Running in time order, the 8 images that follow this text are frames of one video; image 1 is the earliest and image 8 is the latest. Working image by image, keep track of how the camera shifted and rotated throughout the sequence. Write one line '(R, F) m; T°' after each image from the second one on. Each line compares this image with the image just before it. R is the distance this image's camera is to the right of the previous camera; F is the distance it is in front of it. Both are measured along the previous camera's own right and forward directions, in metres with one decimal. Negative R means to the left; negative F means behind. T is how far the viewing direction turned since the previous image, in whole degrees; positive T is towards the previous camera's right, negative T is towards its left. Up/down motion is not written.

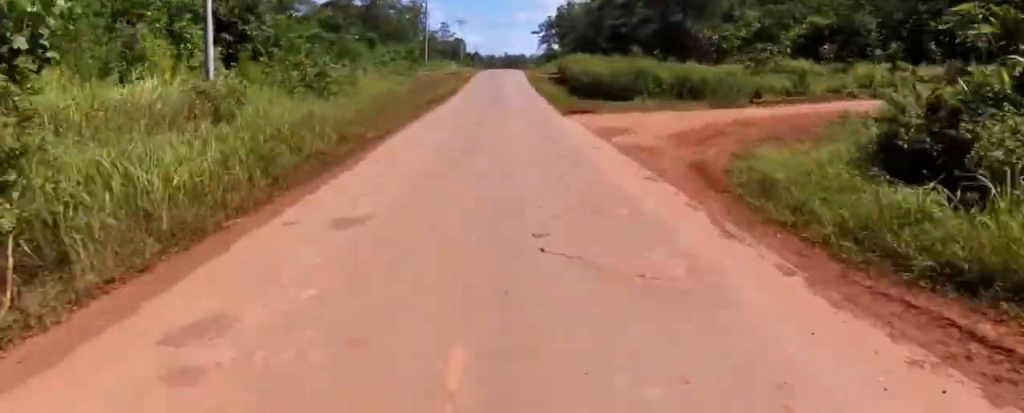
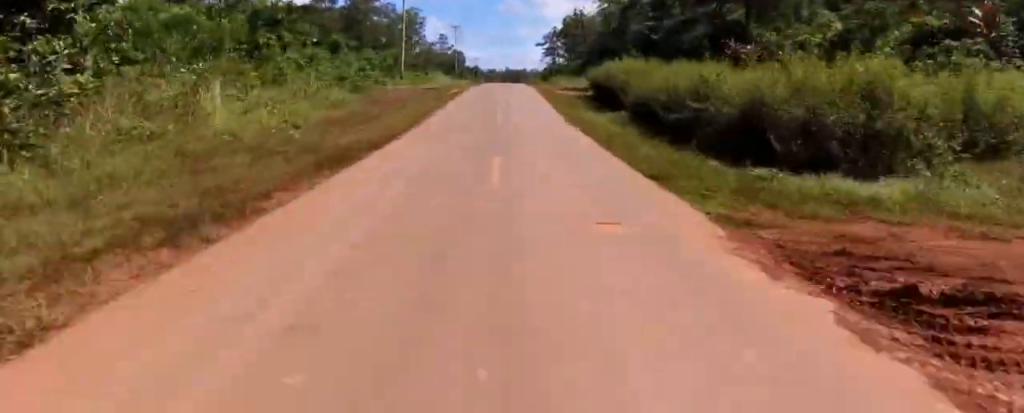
(-0.4, +17.0) m; 0°
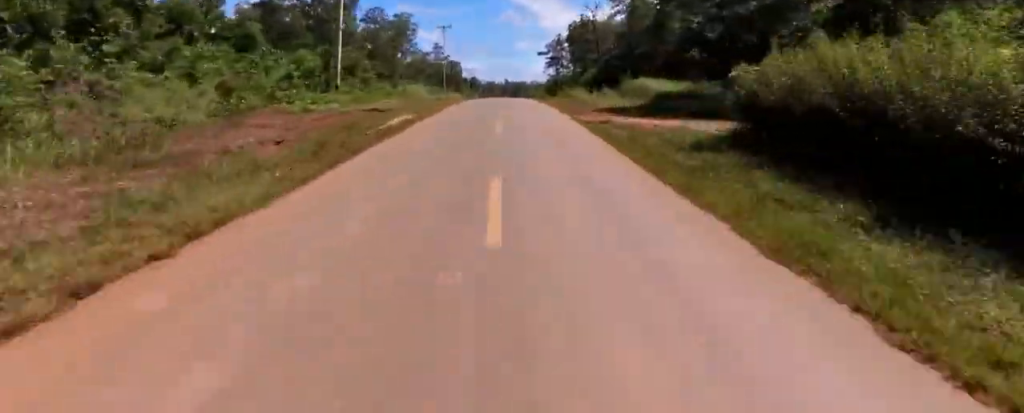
(+0.3, +17.9) m; 0°
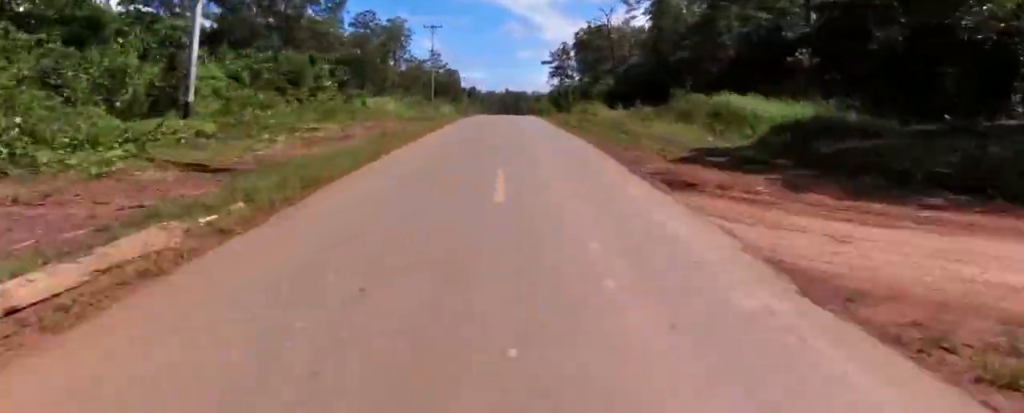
(0.0, +14.9) m; 0°
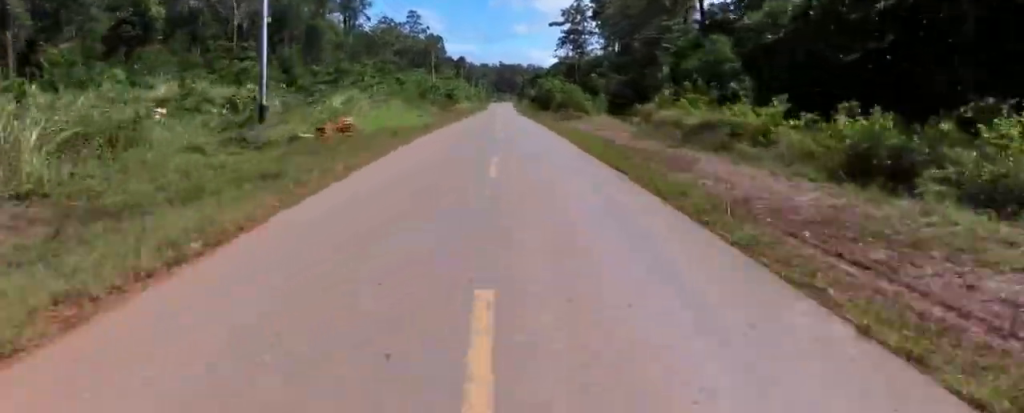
(-0.5, +45.1) m; -1°
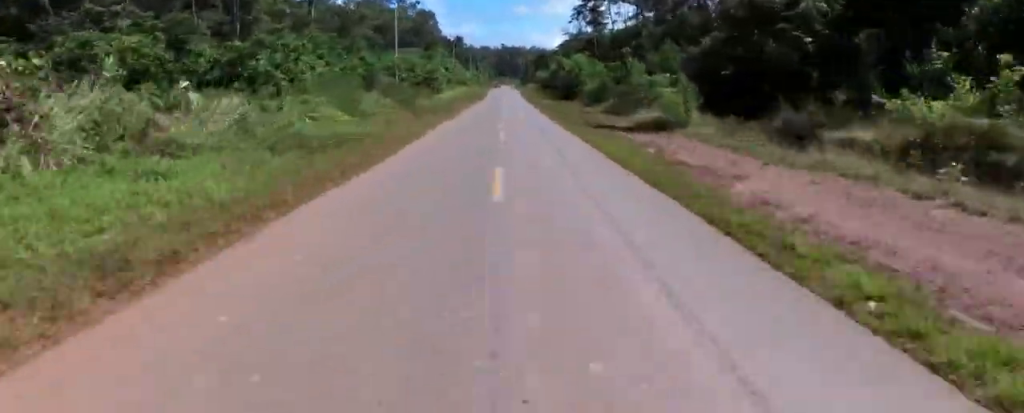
(0.0, +26.3) m; 0°
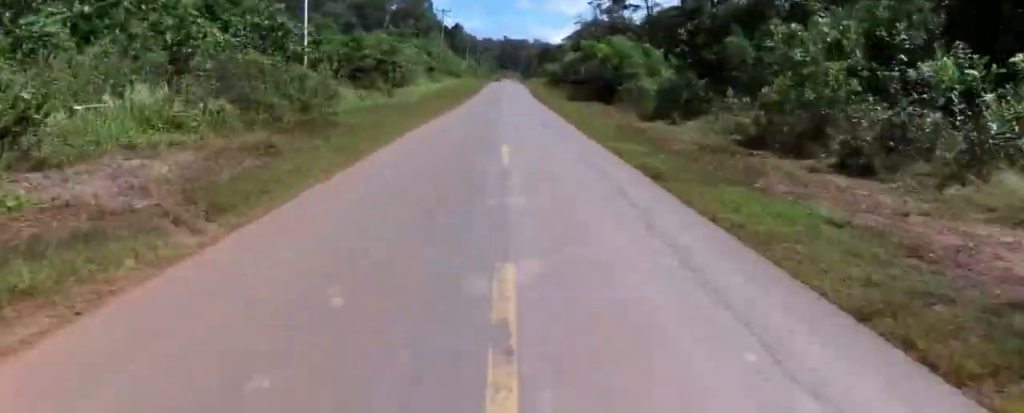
(-0.3, +20.9) m; +2°
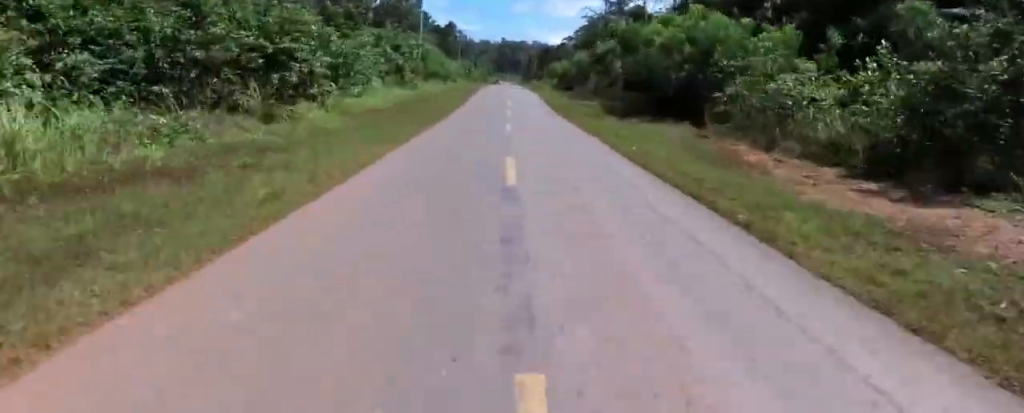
(+0.6, +17.6) m; +1°
